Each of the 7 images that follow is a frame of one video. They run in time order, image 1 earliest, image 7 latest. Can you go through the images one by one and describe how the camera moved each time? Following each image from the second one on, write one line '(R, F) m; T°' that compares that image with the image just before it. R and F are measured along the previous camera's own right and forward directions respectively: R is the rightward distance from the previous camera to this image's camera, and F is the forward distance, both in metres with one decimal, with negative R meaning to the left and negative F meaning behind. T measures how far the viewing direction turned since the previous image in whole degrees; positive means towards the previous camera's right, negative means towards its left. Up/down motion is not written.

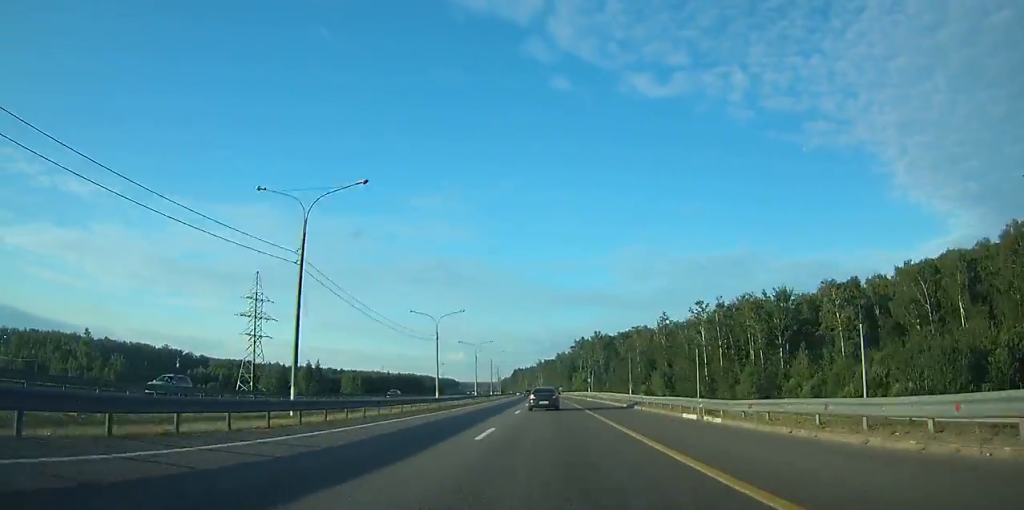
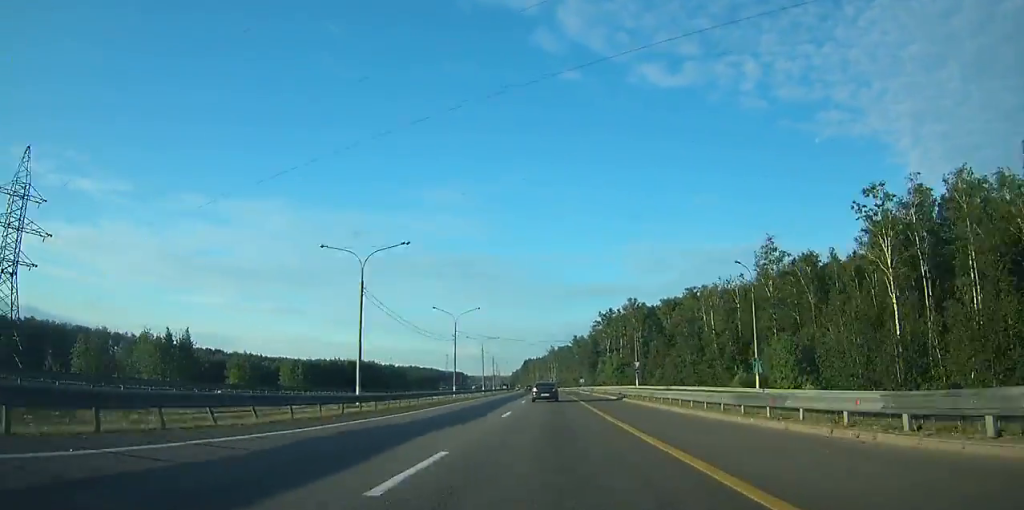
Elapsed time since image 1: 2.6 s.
(-0.8, +71.4) m; -1°
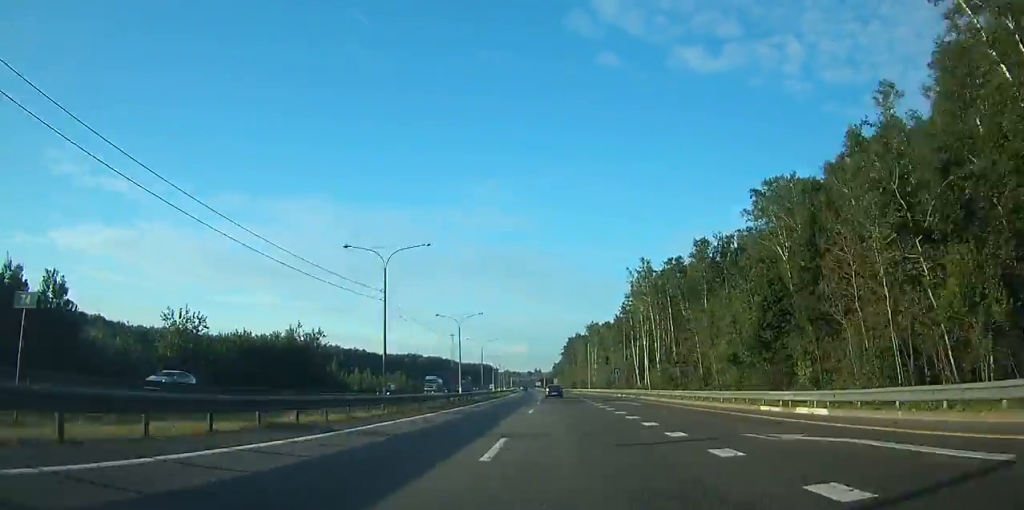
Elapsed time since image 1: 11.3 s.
(-10.5, +248.8) m; -5°
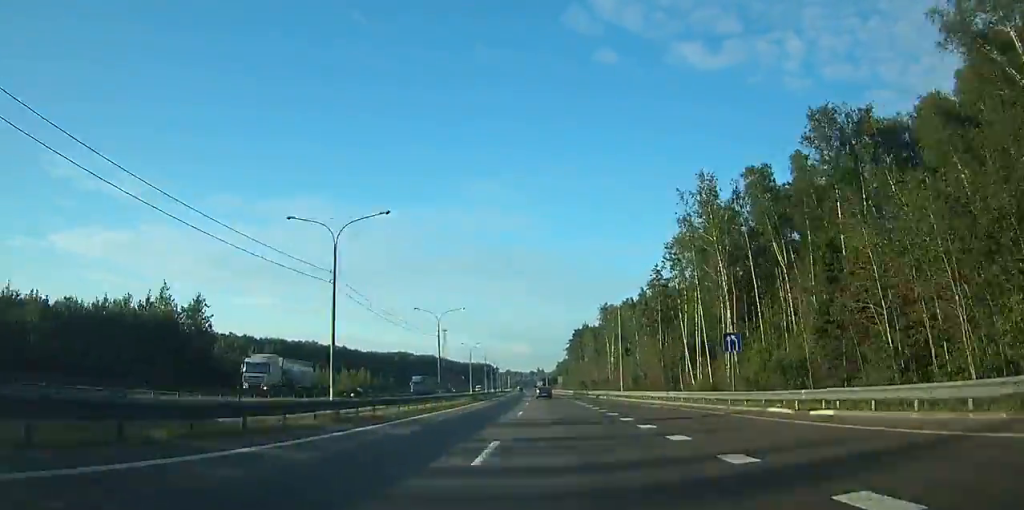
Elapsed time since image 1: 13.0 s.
(-0.2, +50.5) m; -1°
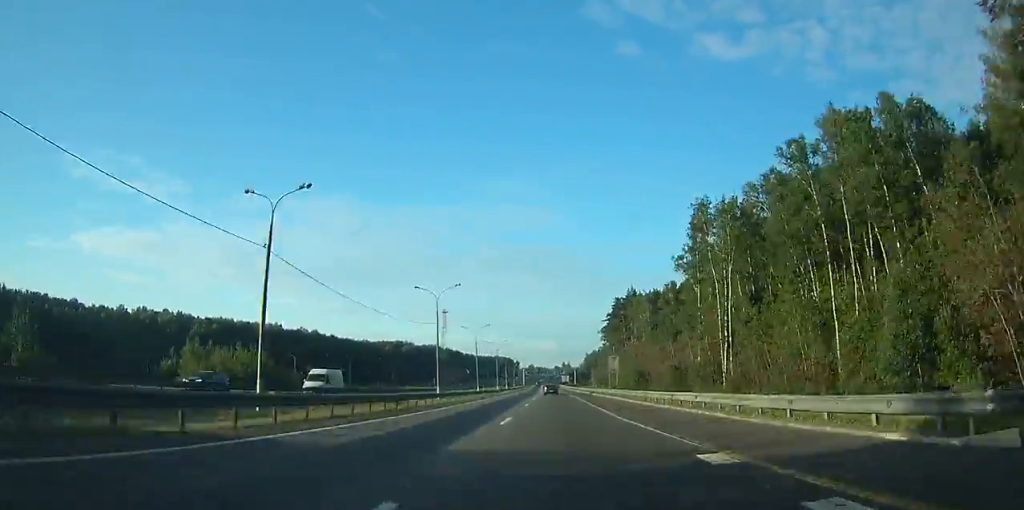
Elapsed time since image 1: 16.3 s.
(-1.3, +89.3) m; -2°
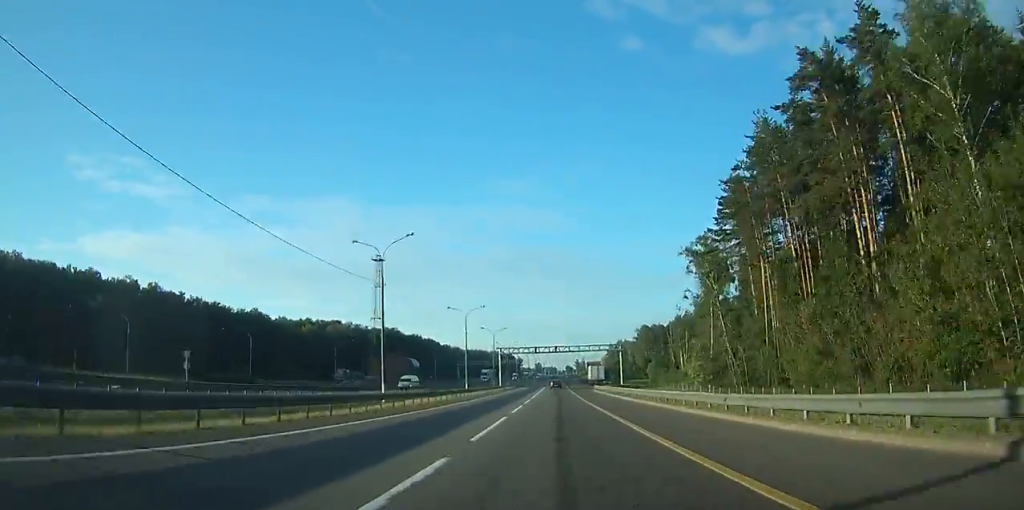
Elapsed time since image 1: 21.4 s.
(-2.0, +136.4) m; -1°
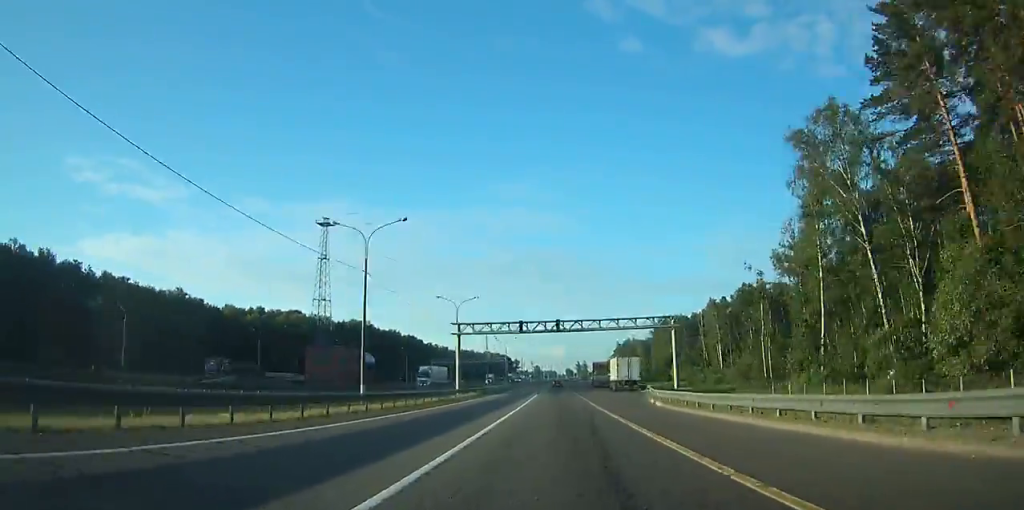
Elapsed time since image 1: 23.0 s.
(-0.2, +44.0) m; 0°
